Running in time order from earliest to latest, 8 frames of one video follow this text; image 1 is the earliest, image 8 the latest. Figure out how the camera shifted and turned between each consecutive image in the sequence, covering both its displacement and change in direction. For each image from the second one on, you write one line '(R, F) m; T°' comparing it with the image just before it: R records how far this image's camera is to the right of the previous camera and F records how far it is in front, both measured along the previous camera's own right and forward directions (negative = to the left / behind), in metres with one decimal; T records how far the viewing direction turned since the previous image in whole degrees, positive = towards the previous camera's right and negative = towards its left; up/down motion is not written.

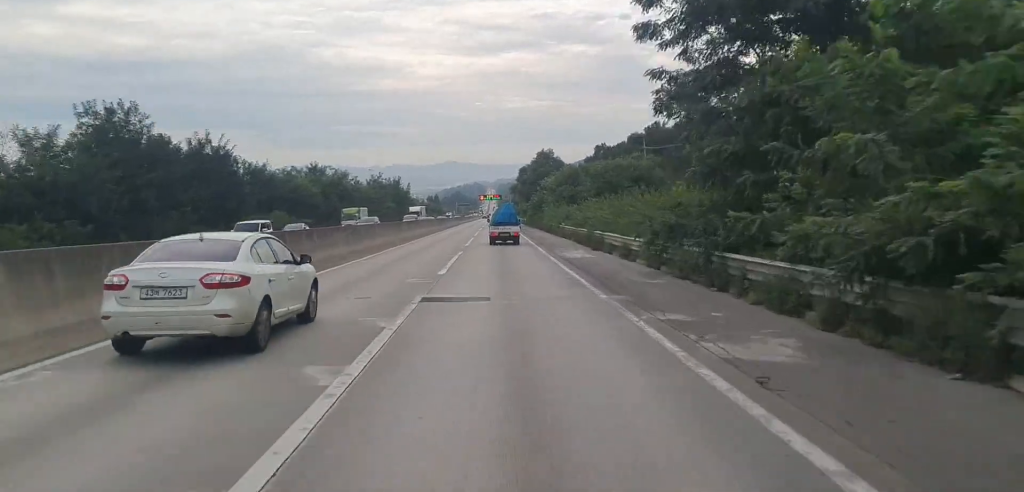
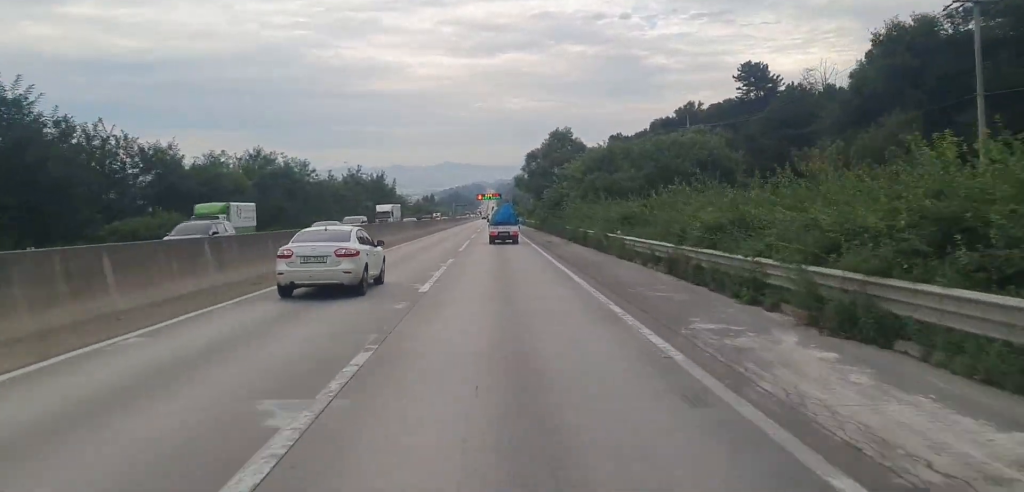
(+0.2, +25.6) m; +1°
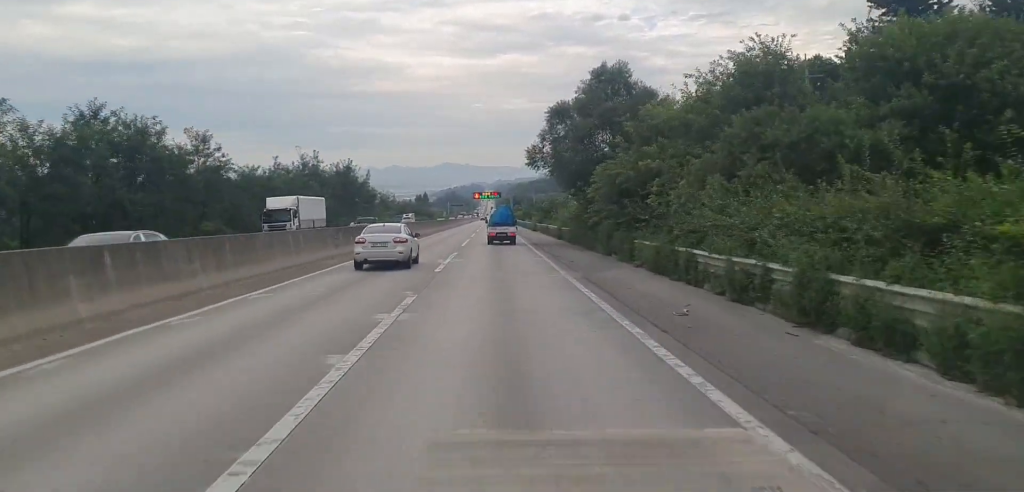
(0.0, +33.6) m; -1°
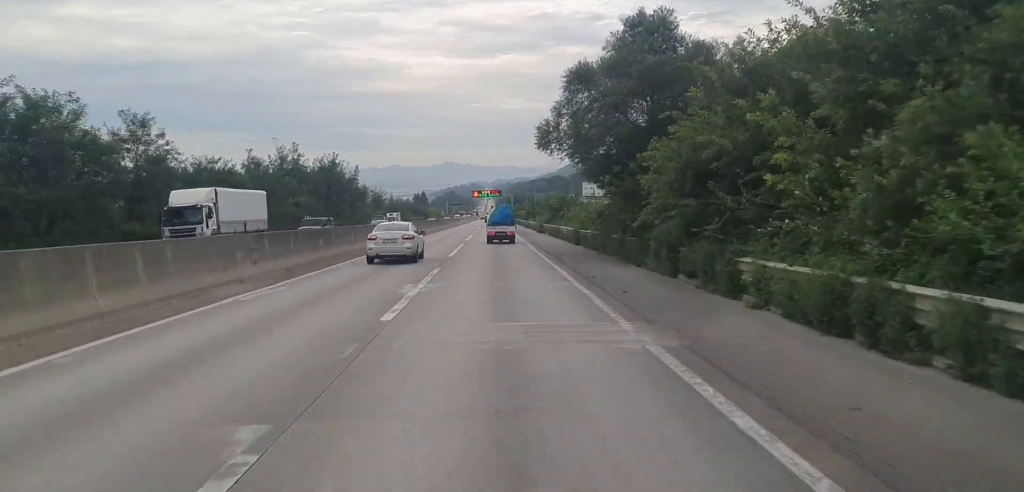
(-0.1, +11.3) m; 0°
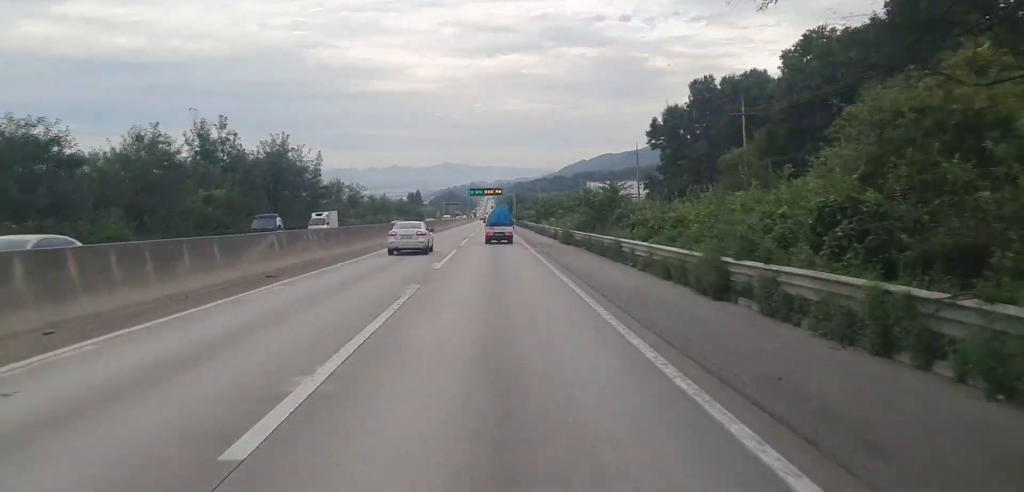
(0.0, +26.8) m; 0°
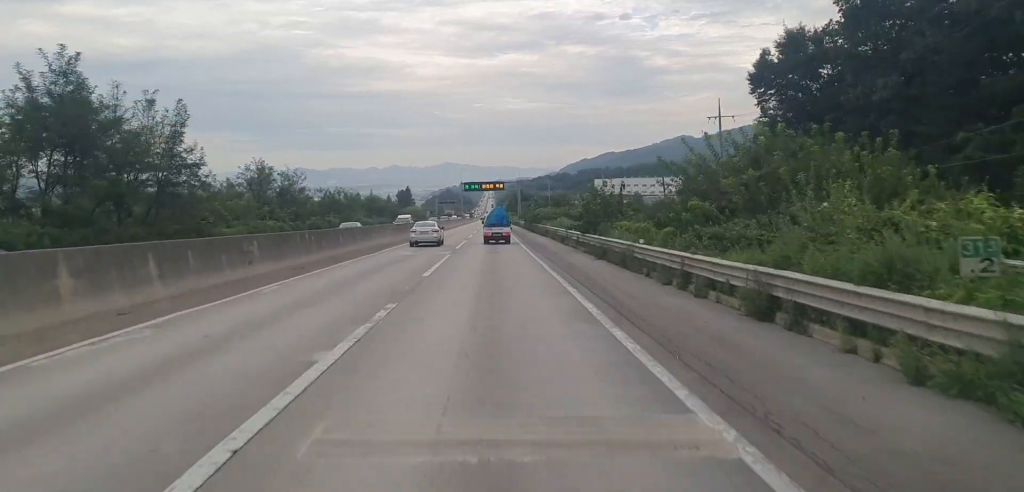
(0.0, +43.3) m; 0°
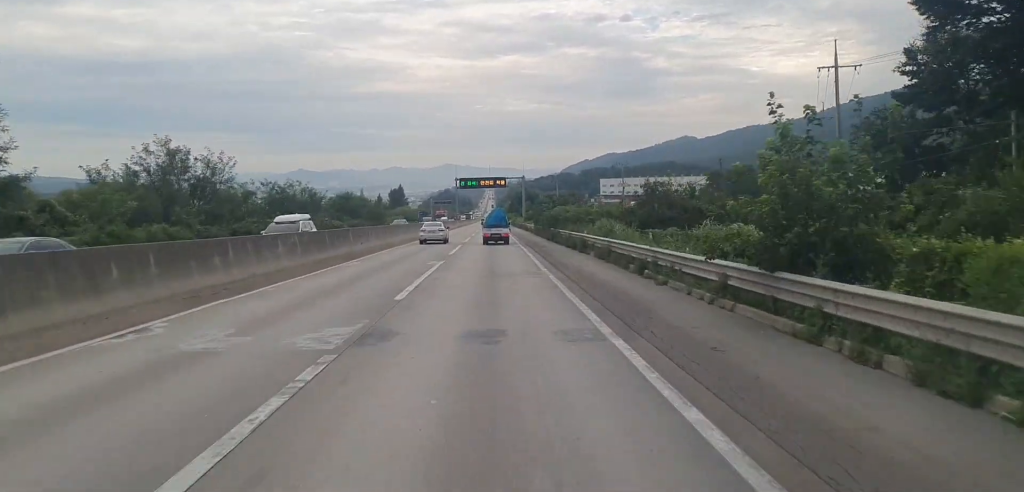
(0.0, +26.0) m; 0°
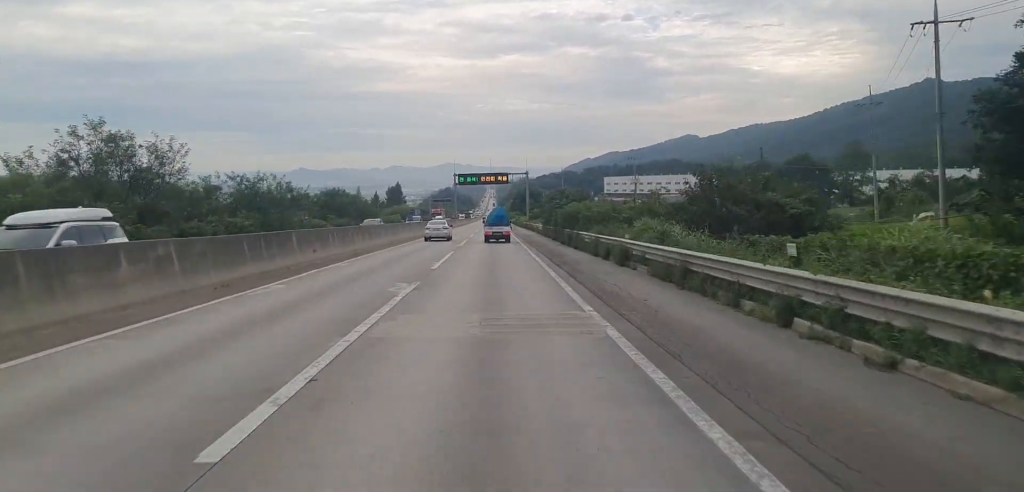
(0.0, +11.2) m; 0°
